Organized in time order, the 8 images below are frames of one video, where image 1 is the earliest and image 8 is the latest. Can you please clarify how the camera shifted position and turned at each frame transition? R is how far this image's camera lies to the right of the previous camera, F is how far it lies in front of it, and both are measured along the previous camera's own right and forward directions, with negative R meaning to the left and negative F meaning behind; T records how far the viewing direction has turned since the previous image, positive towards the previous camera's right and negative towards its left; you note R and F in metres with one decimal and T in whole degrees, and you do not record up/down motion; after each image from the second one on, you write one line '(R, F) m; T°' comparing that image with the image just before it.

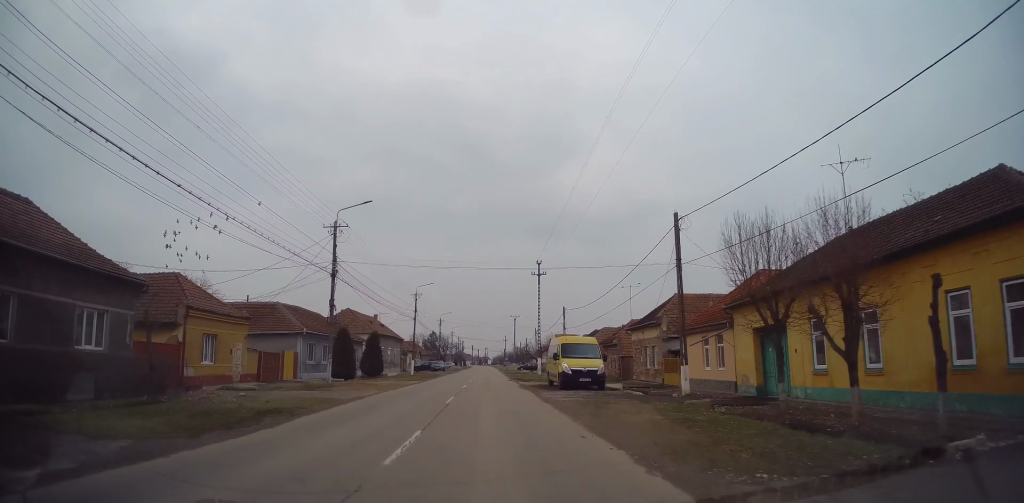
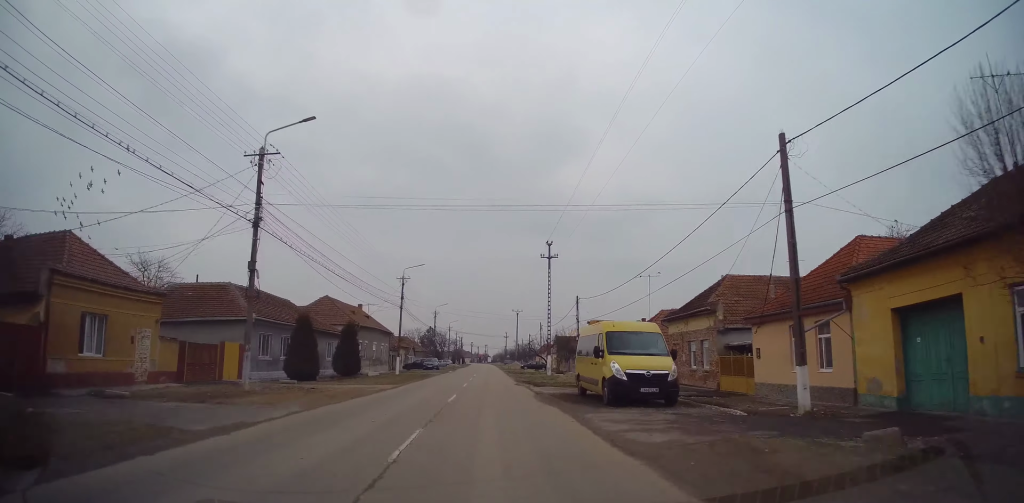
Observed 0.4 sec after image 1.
(-0.2, +9.3) m; 0°
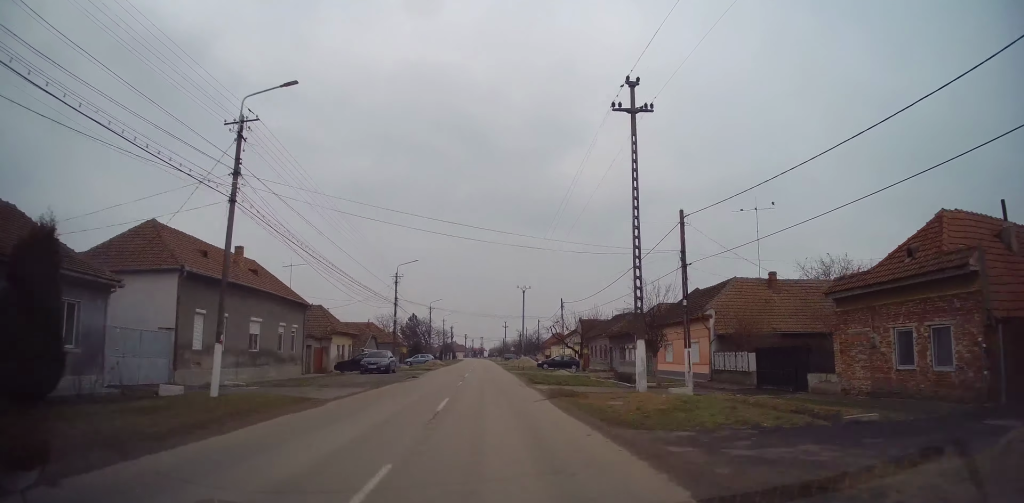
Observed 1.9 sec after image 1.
(+0.6, +30.4) m; +1°
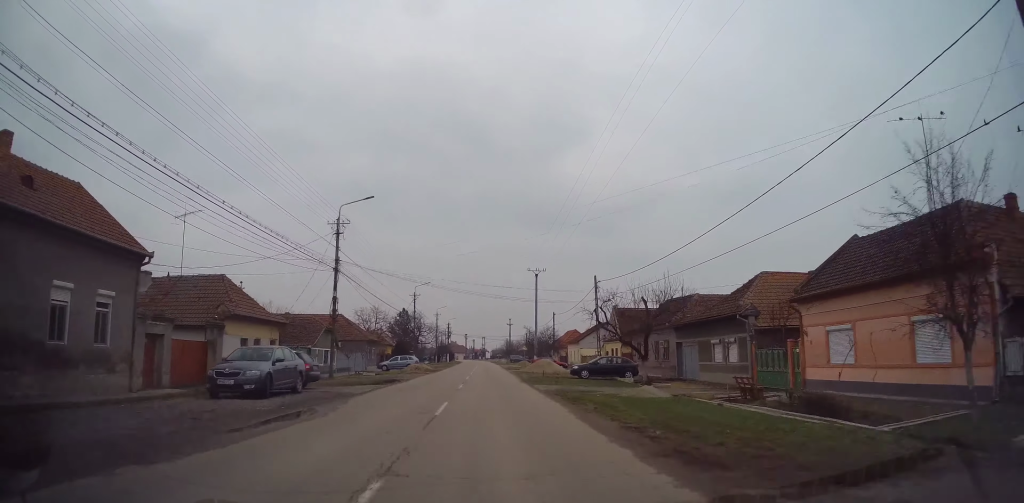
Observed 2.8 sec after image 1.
(0.0, +19.5) m; 0°
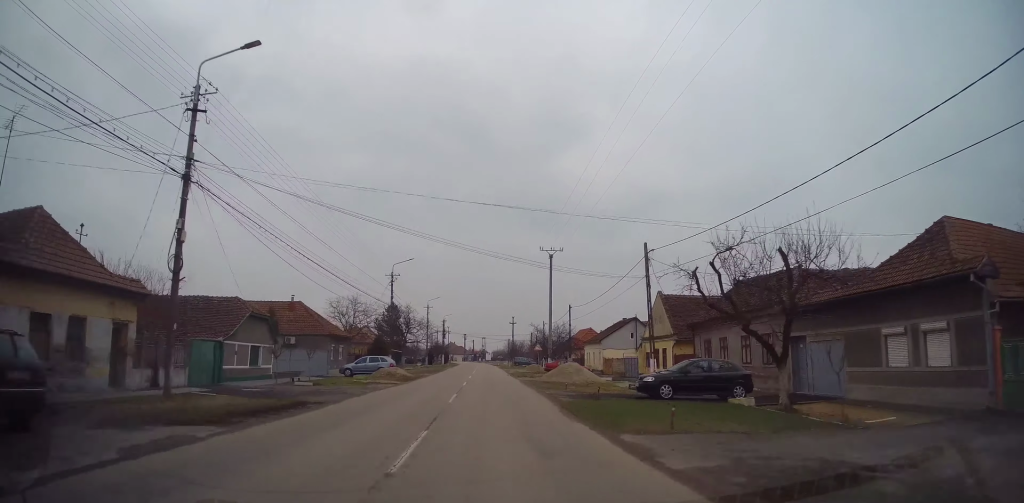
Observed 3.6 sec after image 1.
(+0.1, +15.0) m; -1°
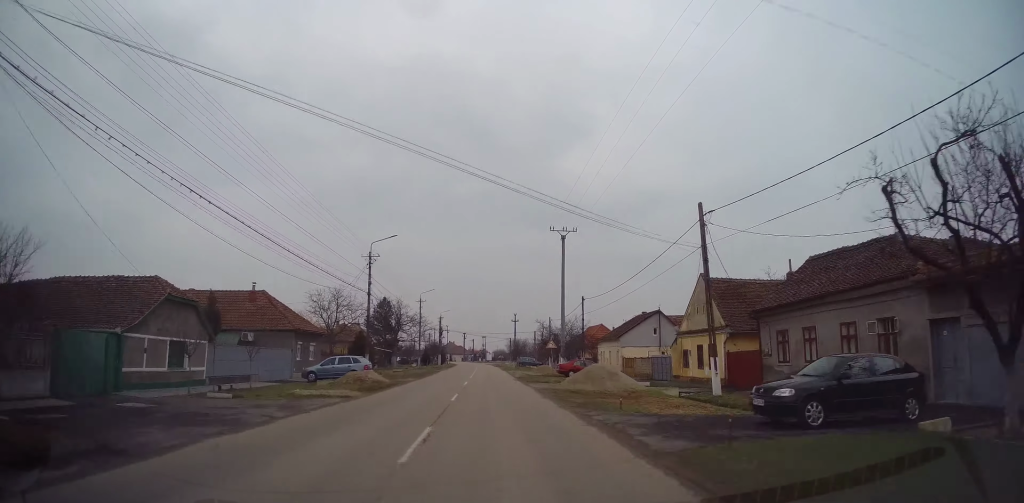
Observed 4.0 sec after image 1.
(-0.2, +8.2) m; 0°
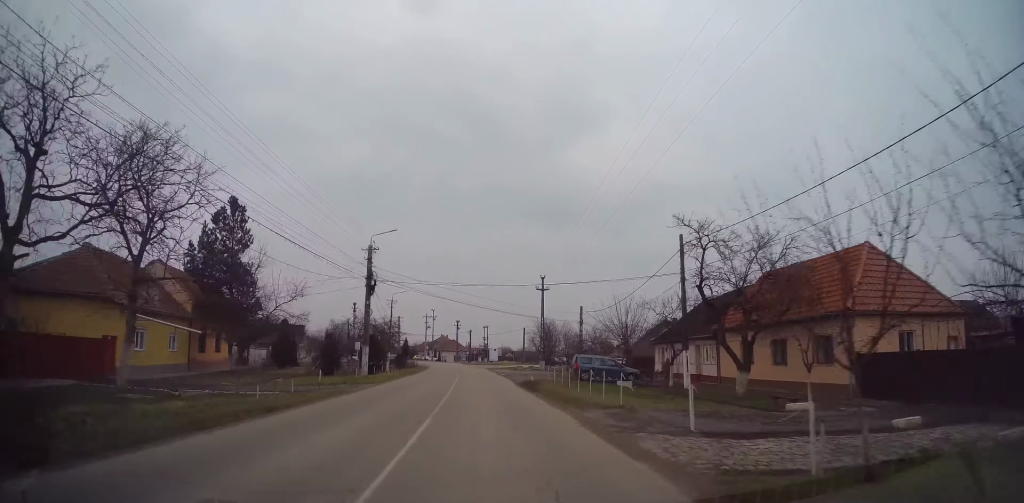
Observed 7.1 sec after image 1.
(+0.9, +59.7) m; +1°
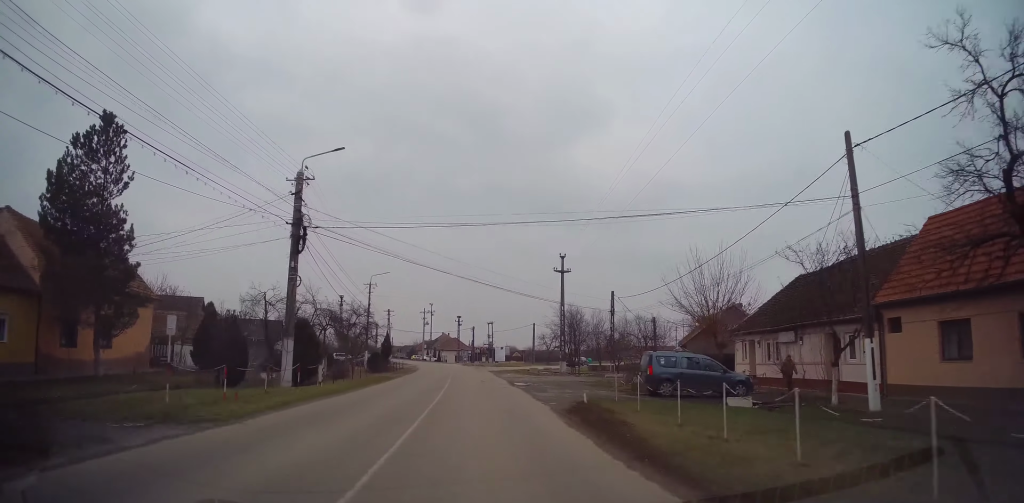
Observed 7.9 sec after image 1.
(0.0, +14.6) m; -1°
